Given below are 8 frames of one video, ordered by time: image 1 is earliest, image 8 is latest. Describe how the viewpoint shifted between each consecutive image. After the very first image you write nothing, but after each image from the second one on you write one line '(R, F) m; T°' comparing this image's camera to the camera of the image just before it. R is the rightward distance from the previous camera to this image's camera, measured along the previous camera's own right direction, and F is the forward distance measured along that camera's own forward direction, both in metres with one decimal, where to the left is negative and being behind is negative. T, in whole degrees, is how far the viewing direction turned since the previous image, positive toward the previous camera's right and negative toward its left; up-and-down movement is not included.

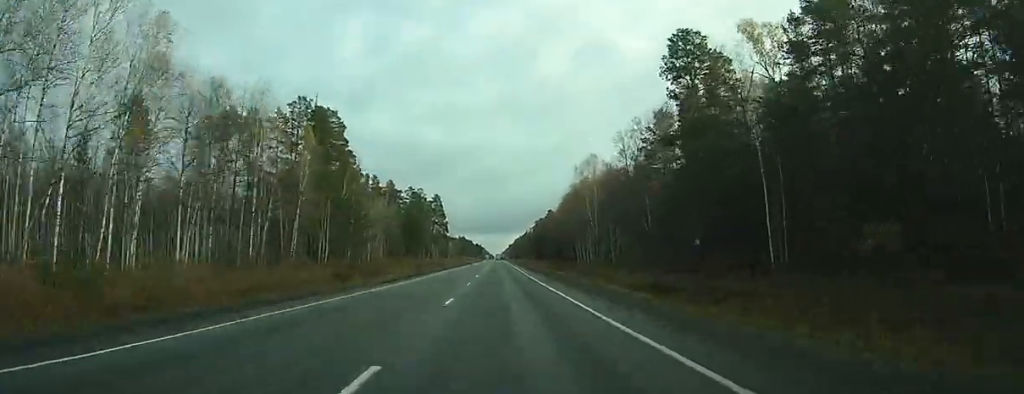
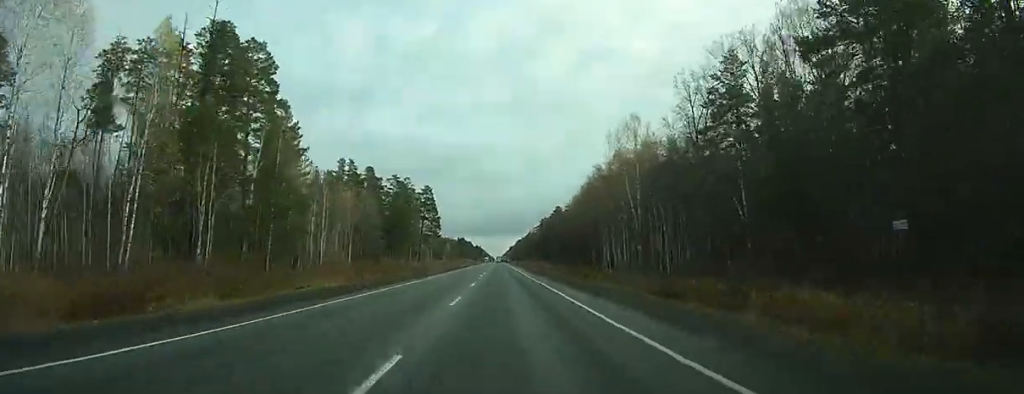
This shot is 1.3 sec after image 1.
(-2.1, +34.6) m; -2°
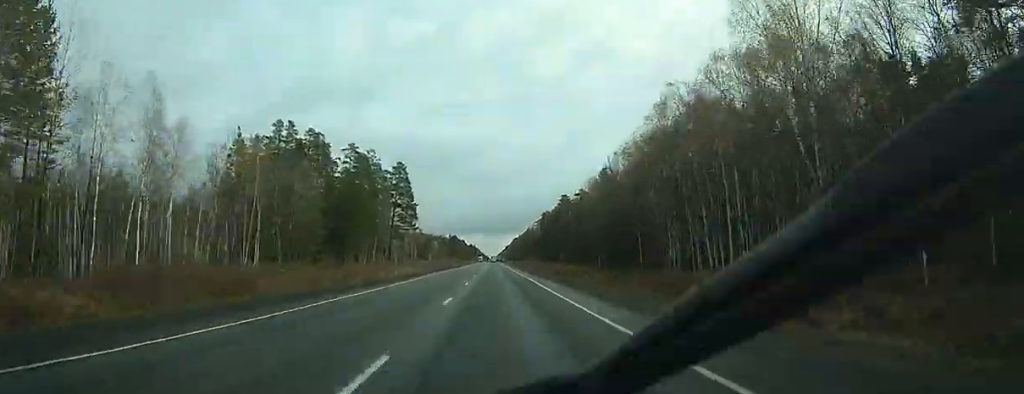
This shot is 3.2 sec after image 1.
(-1.6, +49.0) m; -1°
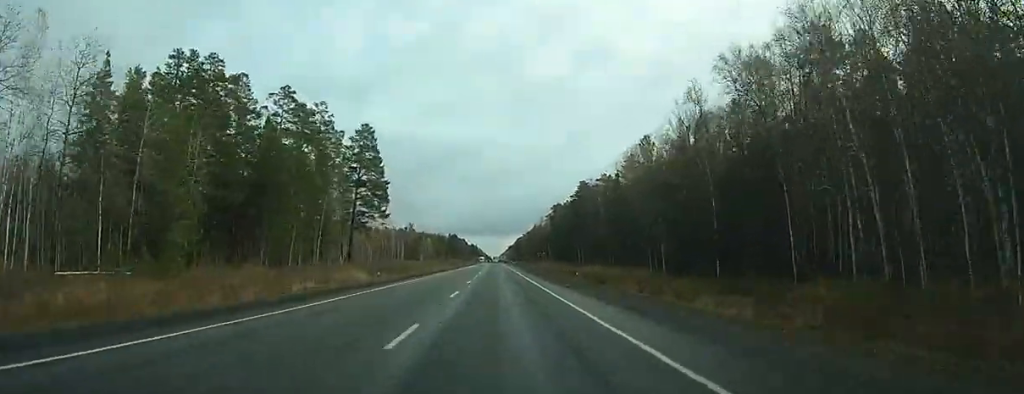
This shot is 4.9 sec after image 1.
(+1.1, +46.0) m; +2°
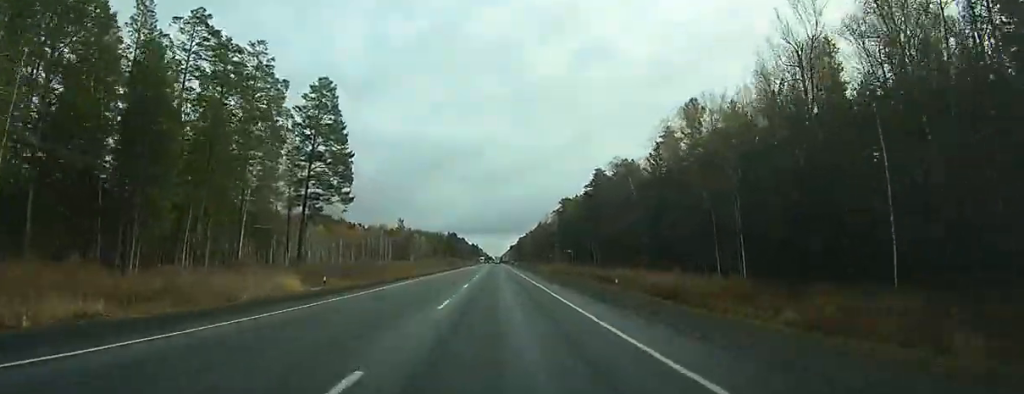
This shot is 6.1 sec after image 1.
(+0.1, +31.0) m; 0°
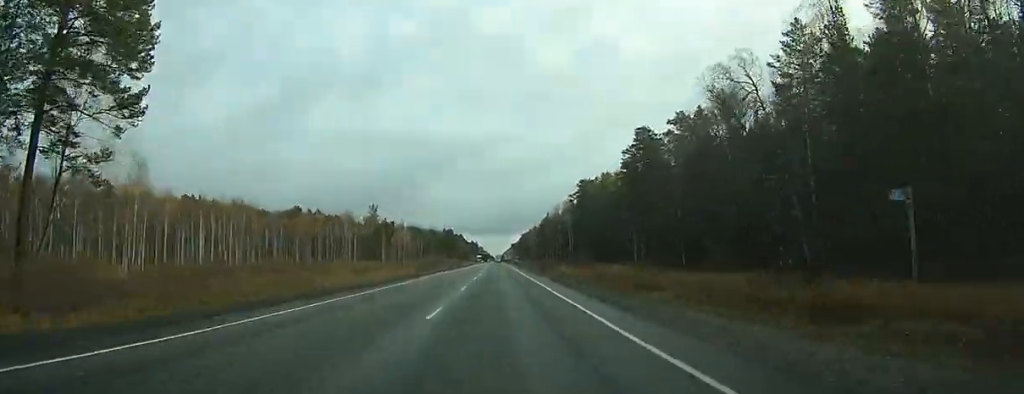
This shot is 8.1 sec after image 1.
(+0.3, +52.7) m; +2°
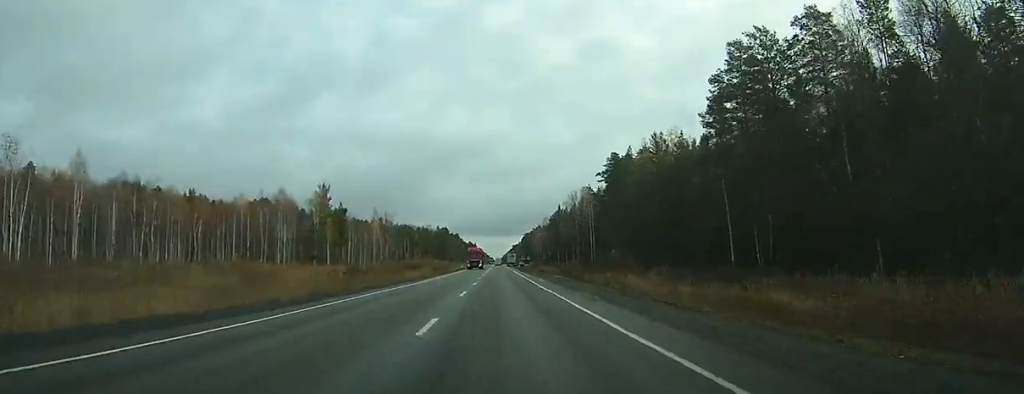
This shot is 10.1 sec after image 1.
(+1.1, +49.9) m; -1°
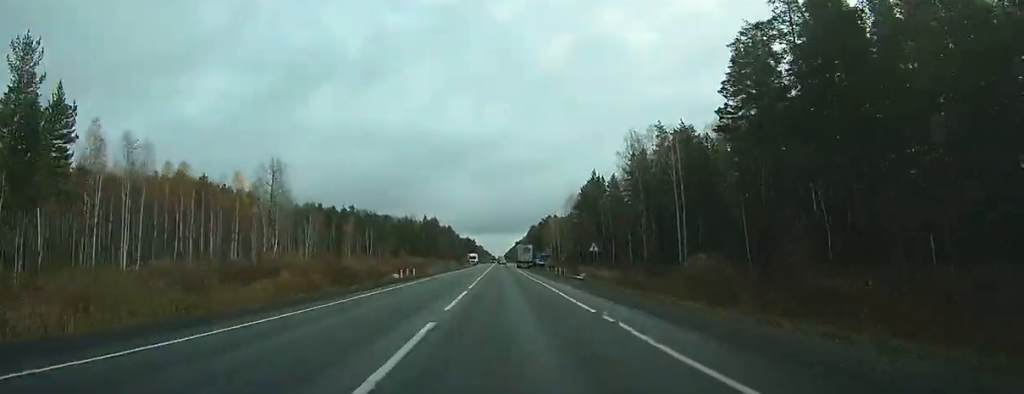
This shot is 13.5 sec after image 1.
(-2.8, +83.0) m; -1°
